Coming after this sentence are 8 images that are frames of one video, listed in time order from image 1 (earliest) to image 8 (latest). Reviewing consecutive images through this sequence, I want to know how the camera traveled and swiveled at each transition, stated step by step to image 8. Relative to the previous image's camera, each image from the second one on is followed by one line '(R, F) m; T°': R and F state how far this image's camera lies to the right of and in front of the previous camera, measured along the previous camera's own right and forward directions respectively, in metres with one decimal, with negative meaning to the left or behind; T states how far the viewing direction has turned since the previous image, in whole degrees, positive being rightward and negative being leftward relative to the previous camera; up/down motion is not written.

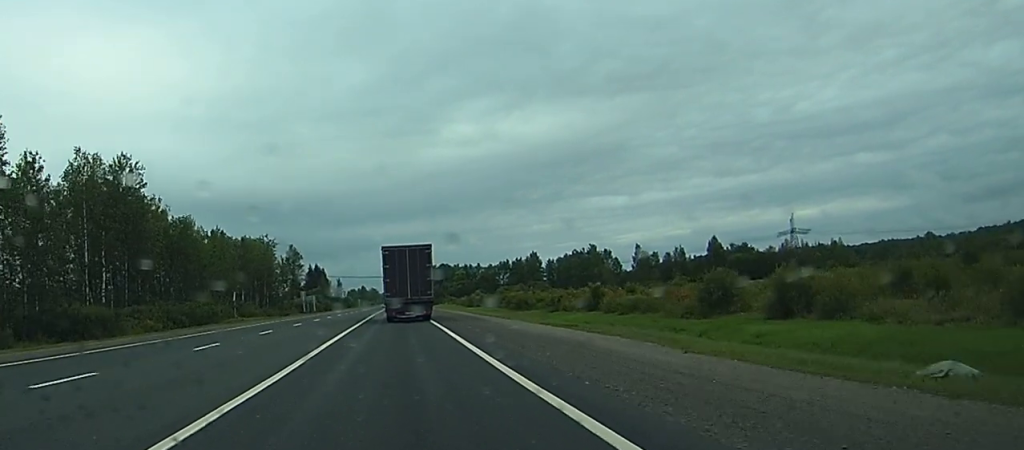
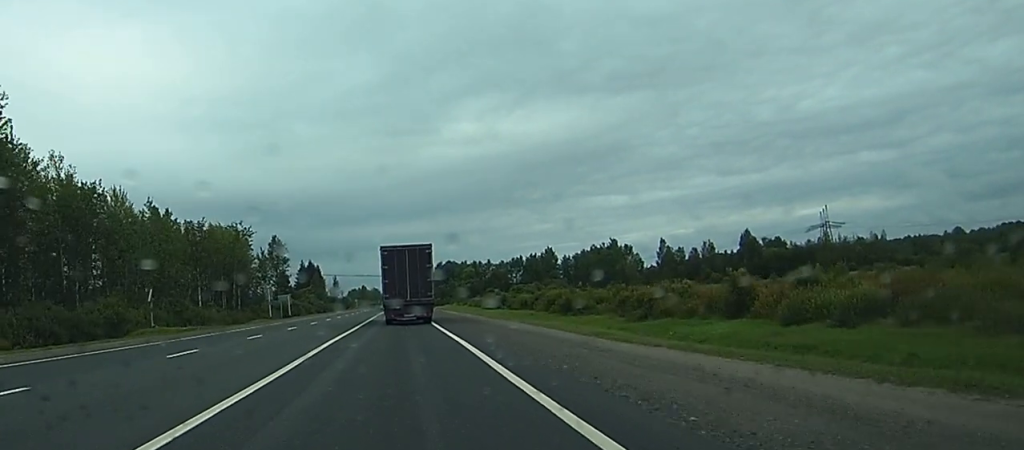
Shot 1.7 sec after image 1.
(0.0, +39.9) m; 0°
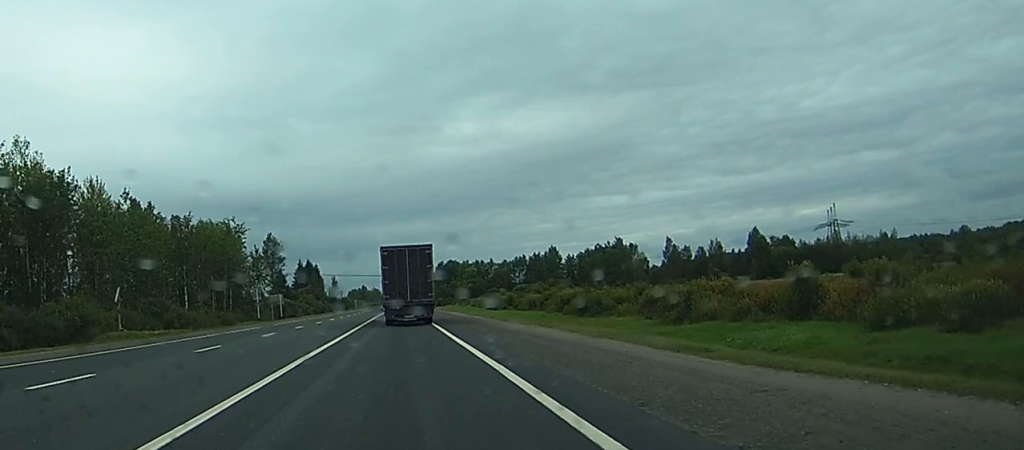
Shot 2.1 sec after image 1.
(0.0, +9.0) m; 0°
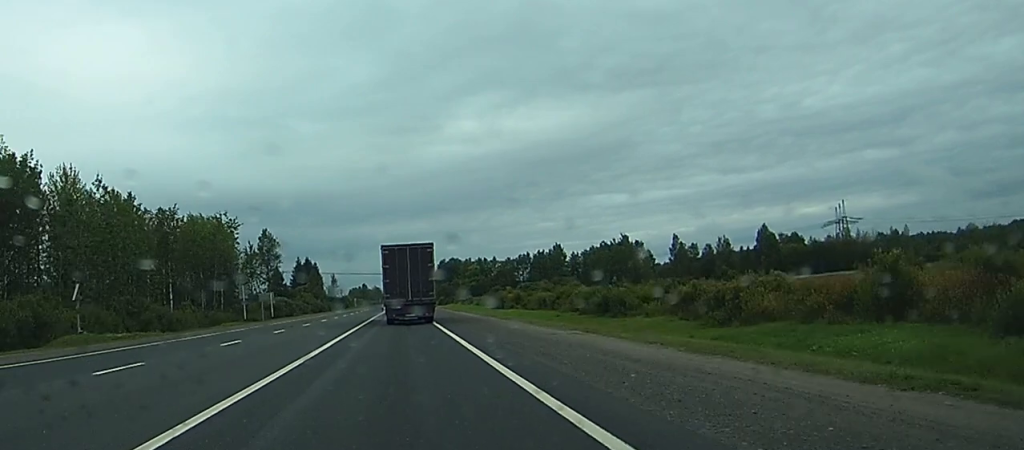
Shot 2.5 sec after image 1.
(0.0, +9.0) m; 0°
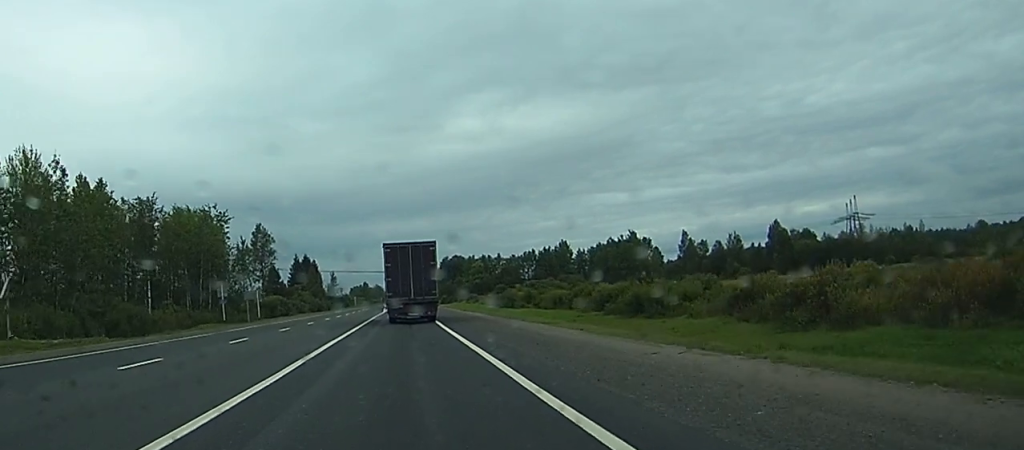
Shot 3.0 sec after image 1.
(0.0, +11.1) m; 0°
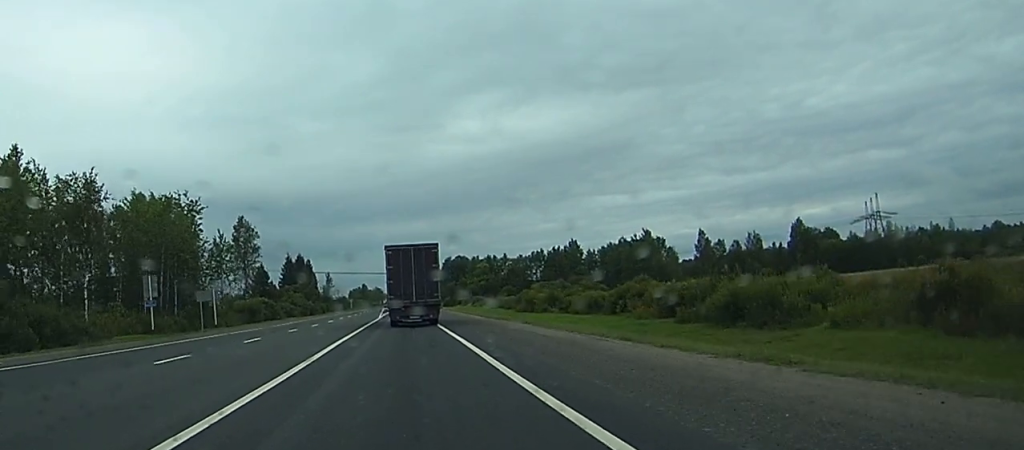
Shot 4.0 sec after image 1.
(0.0, +22.0) m; 0°
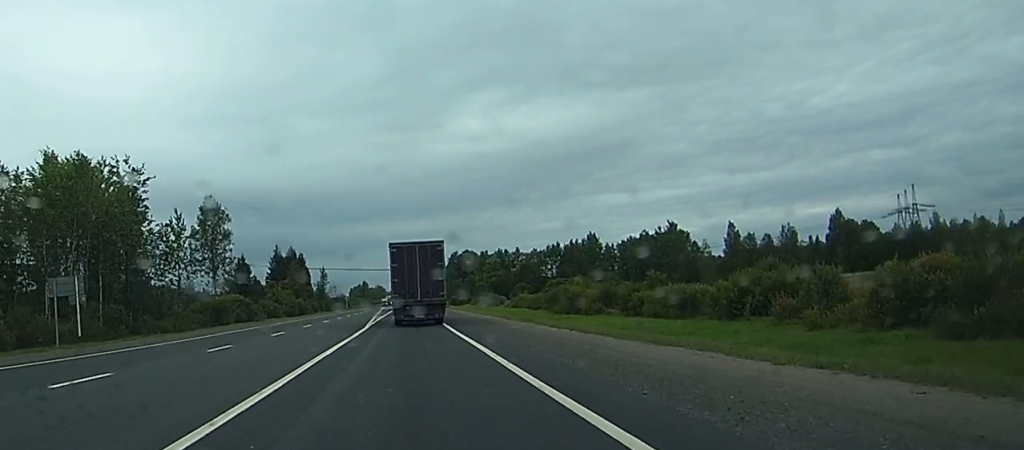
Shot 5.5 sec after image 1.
(-0.3, +31.2) m; -1°
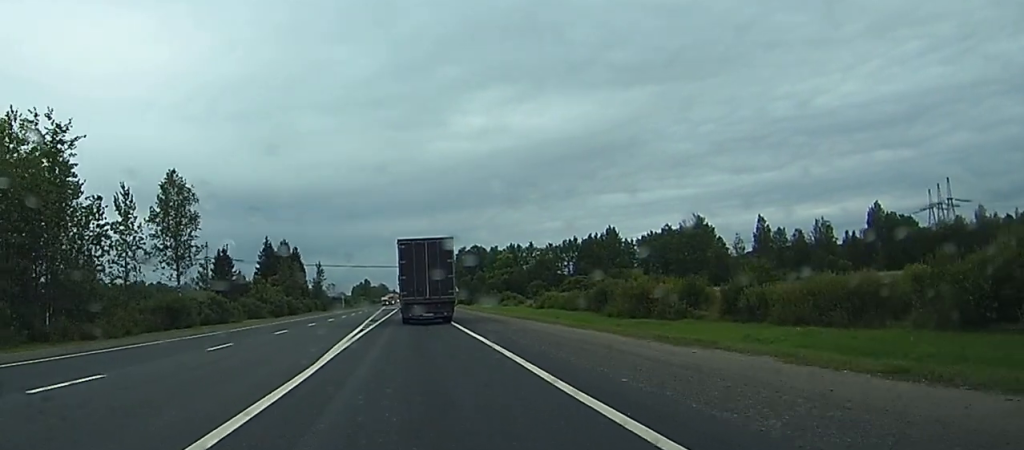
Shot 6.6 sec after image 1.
(+0.1, +25.3) m; 0°
